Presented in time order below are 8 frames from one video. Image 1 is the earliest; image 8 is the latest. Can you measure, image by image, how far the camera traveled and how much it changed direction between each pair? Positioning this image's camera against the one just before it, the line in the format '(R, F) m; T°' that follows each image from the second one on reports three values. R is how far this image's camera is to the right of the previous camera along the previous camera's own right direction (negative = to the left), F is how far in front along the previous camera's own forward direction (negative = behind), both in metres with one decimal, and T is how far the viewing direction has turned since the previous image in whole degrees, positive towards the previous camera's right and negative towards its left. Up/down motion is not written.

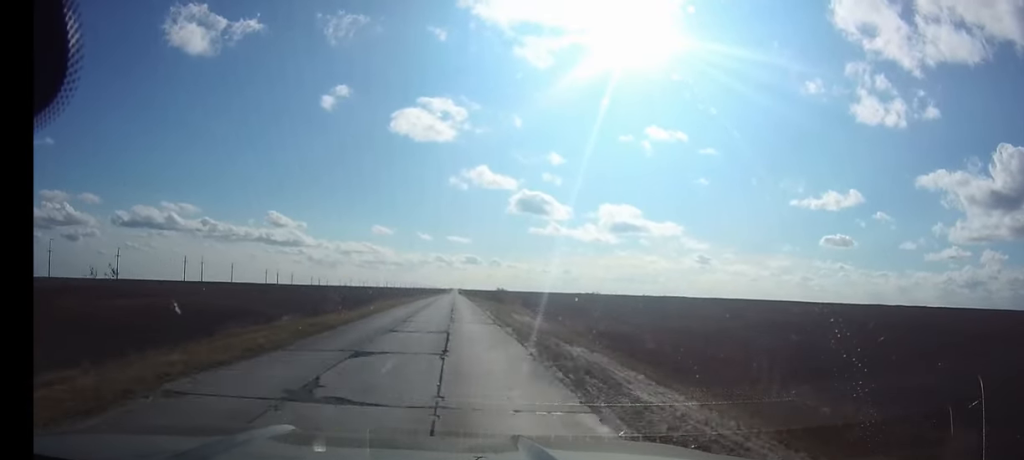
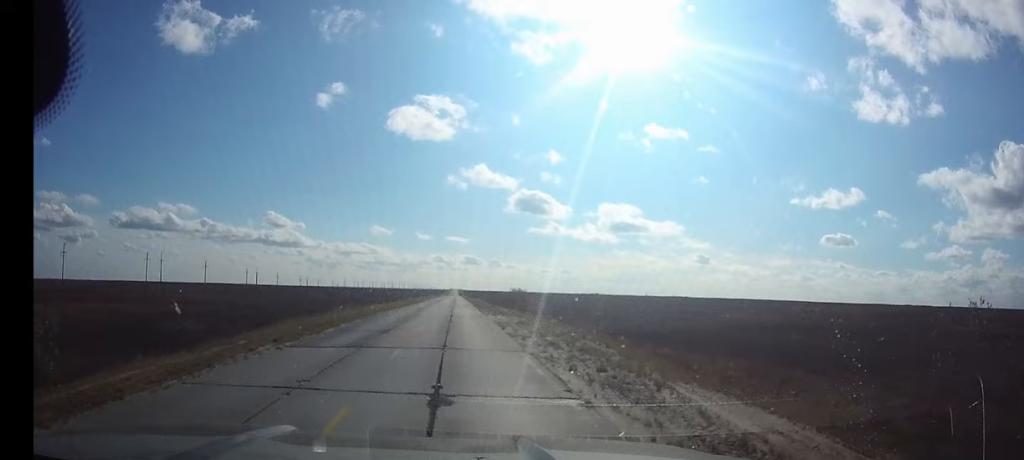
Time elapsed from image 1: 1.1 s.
(0.0, +28.4) m; 0°
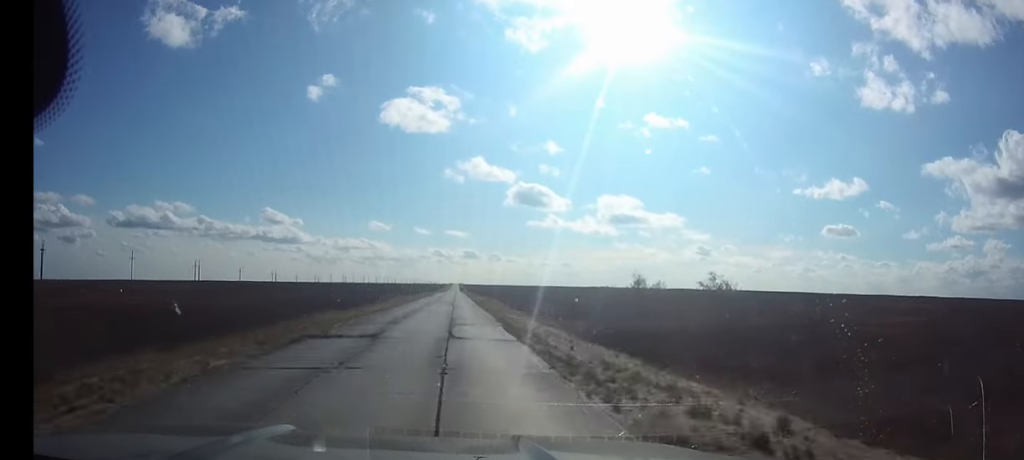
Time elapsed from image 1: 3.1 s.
(0.0, +56.9) m; 0°
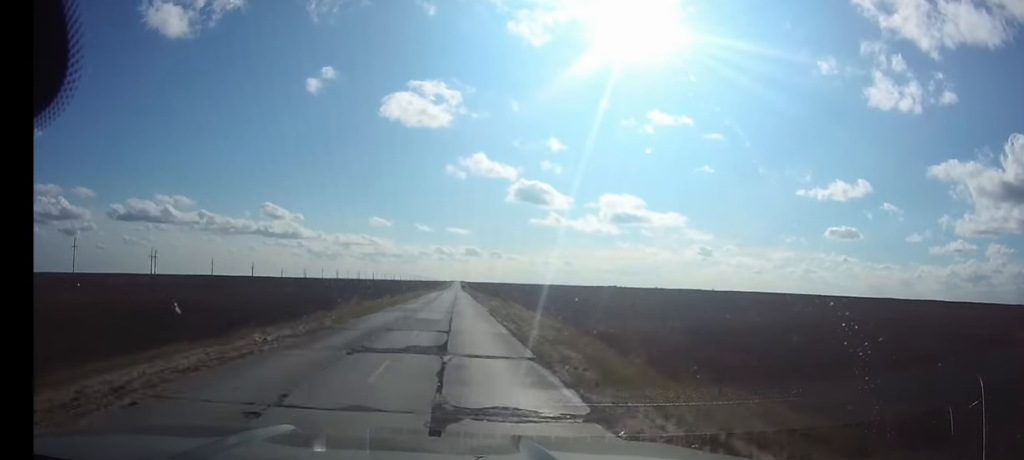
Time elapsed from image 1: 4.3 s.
(0.0, +33.5) m; 0°
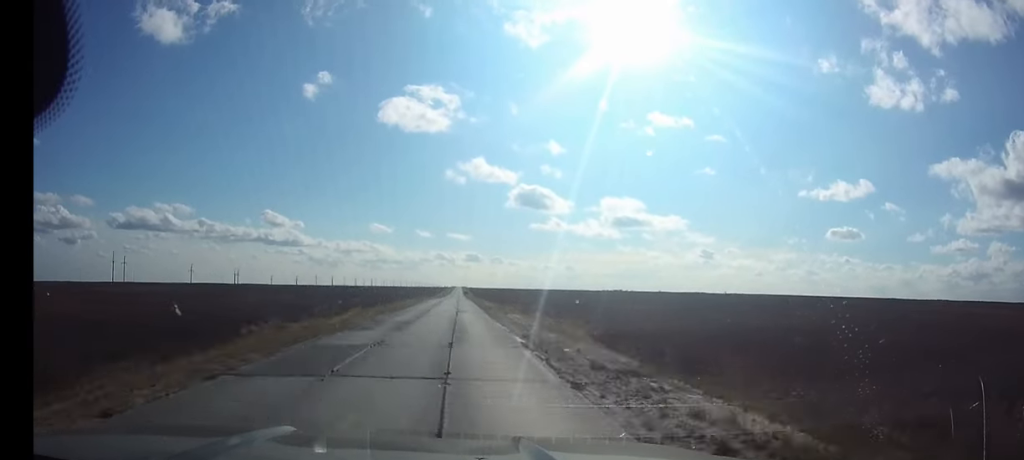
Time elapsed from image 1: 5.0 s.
(0.0, +20.4) m; 0°
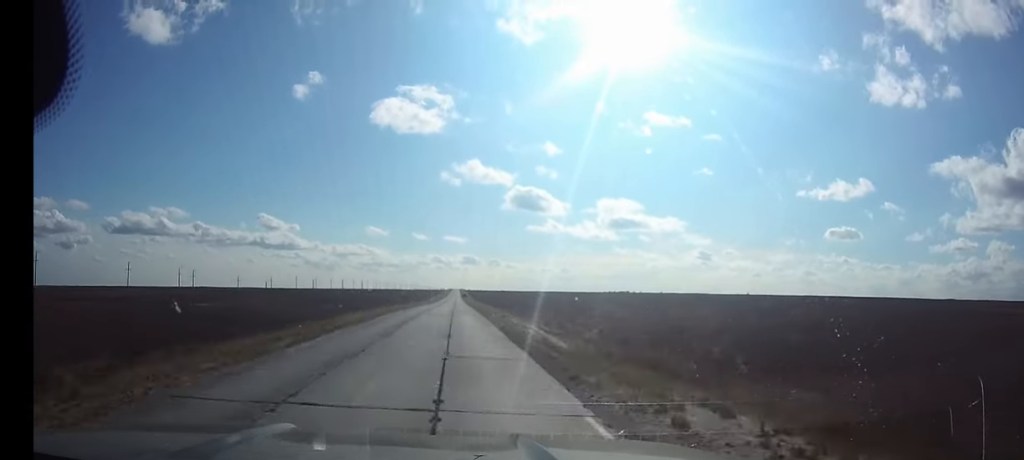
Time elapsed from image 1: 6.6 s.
(-0.1, +44.6) m; 0°
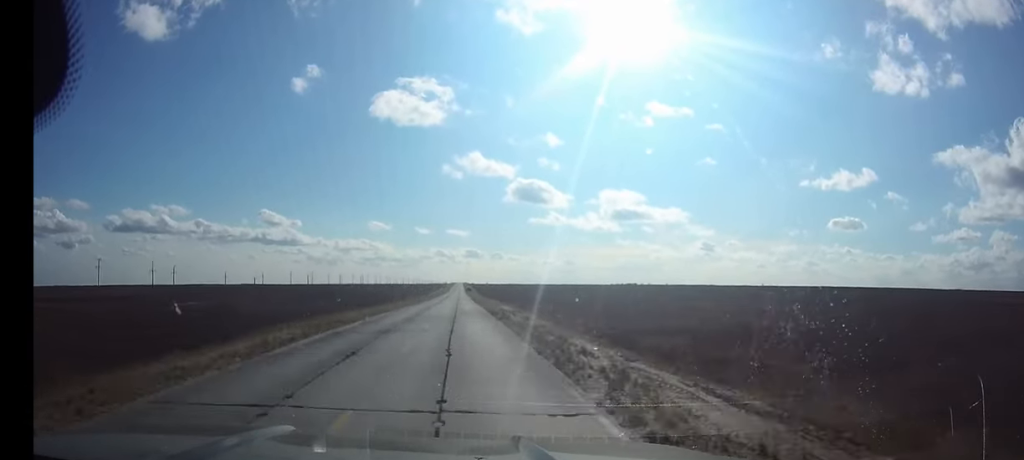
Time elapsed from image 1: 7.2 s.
(0.0, +19.8) m; 0°
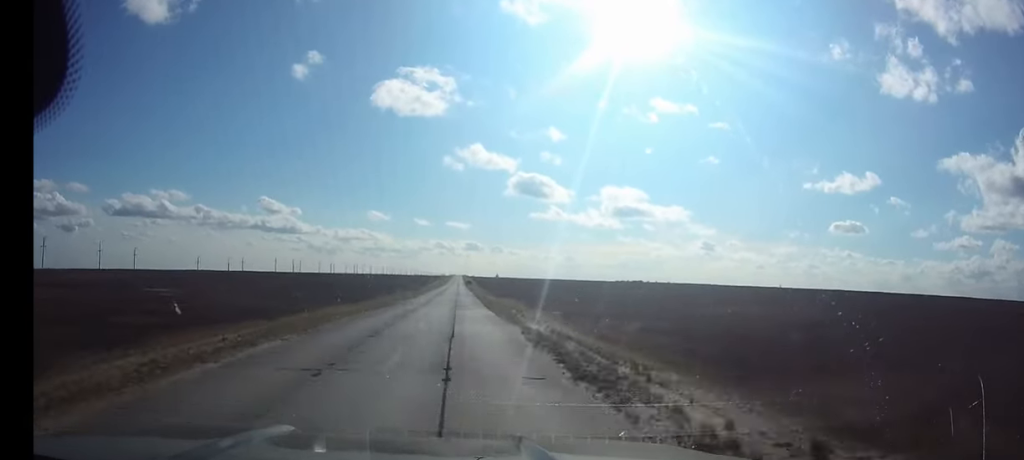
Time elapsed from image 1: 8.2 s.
(0.0, +29.6) m; 0°
